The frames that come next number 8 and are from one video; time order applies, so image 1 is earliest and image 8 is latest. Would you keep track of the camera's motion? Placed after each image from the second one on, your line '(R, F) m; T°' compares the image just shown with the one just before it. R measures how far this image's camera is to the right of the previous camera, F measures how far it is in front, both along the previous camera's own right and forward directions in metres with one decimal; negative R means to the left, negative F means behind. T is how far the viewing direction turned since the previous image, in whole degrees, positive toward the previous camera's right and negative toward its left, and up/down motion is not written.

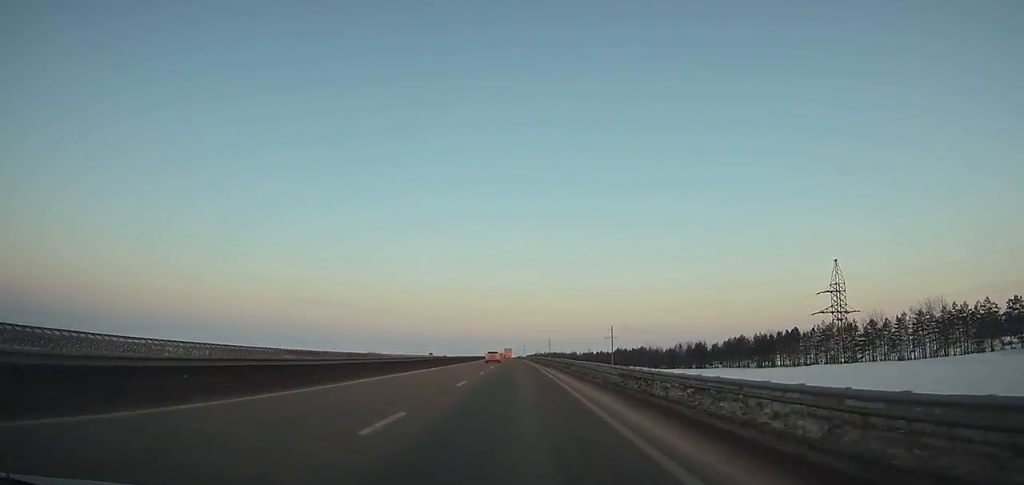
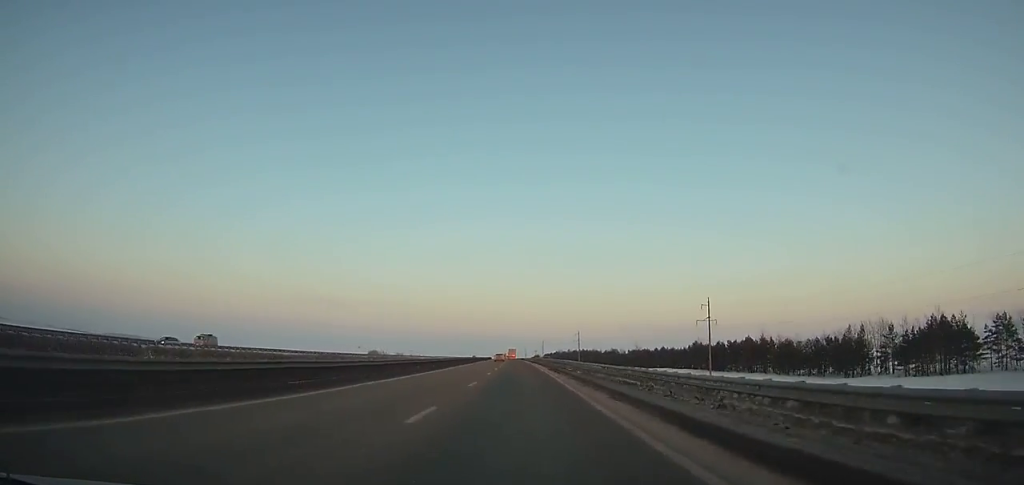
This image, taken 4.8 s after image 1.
(-1.5, +129.8) m; -1°
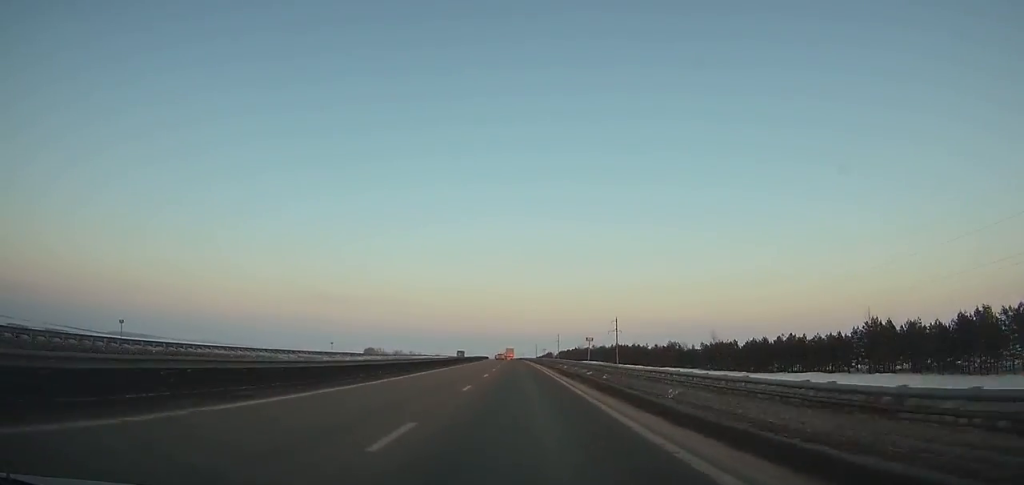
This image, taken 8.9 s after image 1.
(-1.3, +110.8) m; -1°
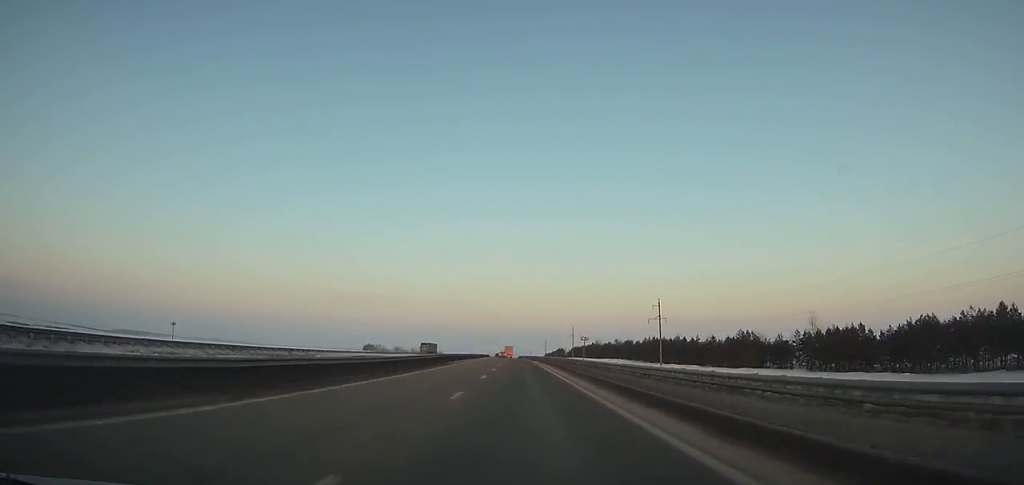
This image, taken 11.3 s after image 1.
(-0.3, +64.6) m; -1°
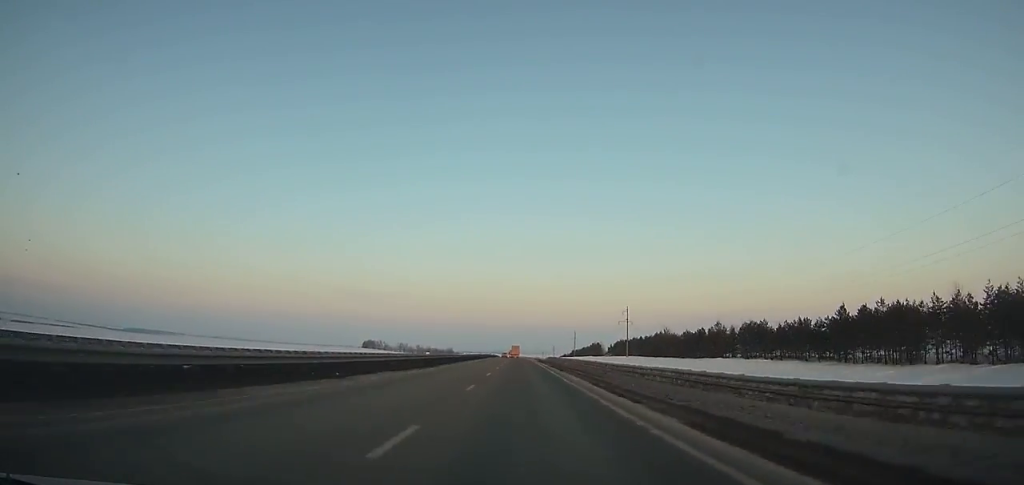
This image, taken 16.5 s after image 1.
(-2.0, +139.3) m; -2°
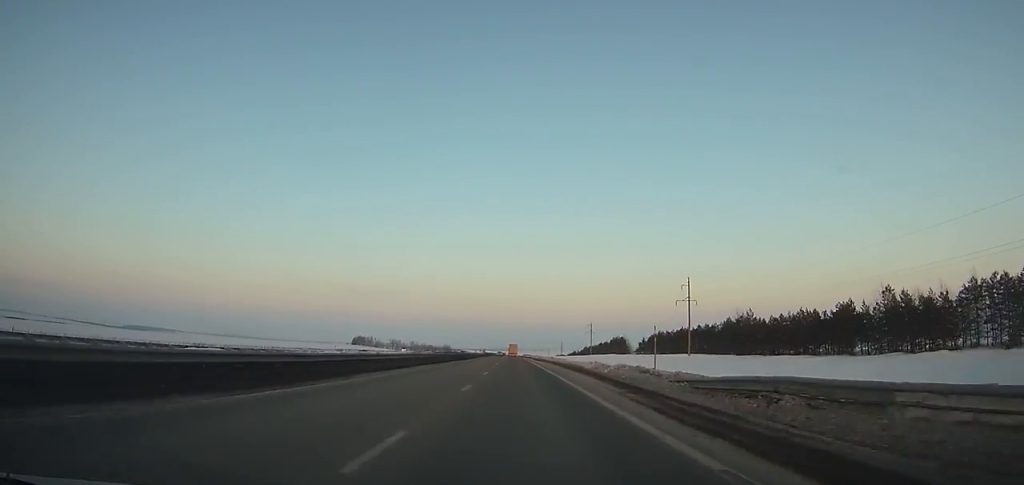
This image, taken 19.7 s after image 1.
(-0.5, +85.4) m; -1°
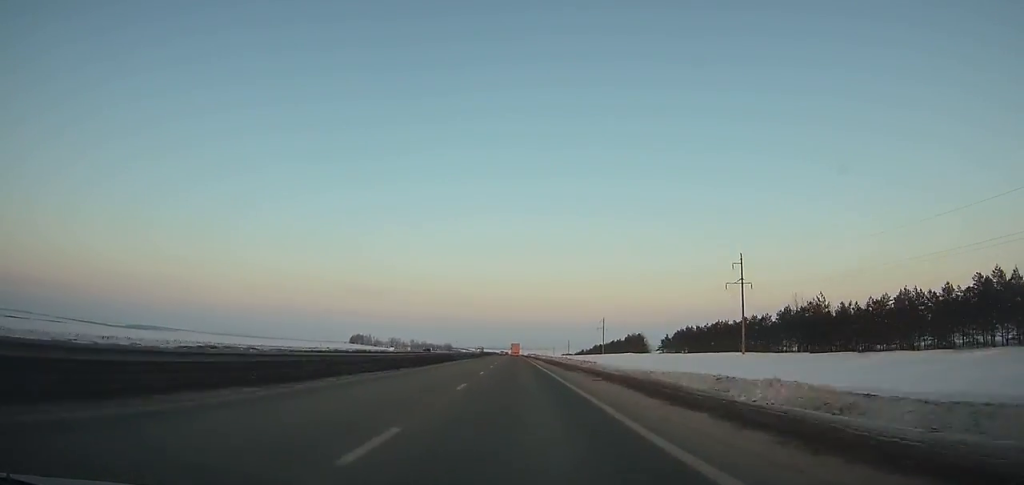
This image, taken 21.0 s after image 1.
(-0.2, +34.7) m; 0°
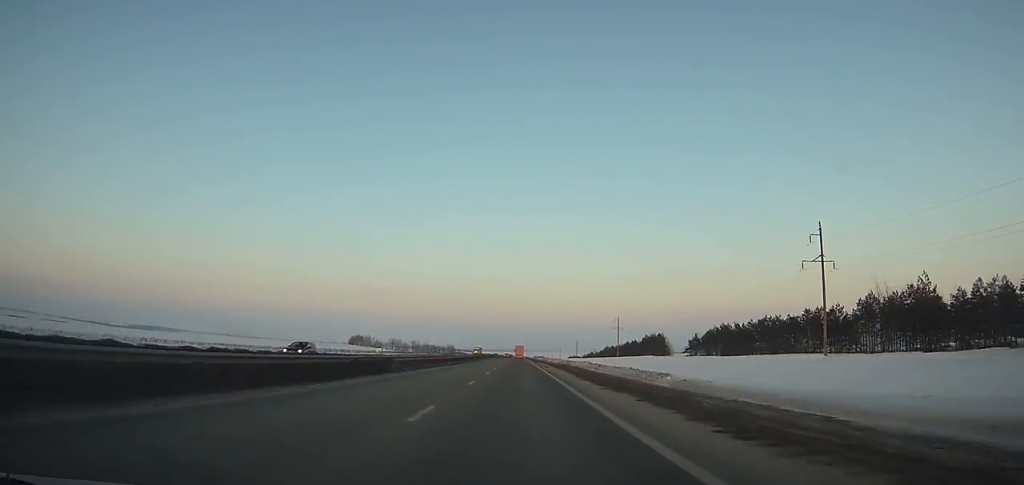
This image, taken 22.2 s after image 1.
(-0.1, +32.0) m; 0°
